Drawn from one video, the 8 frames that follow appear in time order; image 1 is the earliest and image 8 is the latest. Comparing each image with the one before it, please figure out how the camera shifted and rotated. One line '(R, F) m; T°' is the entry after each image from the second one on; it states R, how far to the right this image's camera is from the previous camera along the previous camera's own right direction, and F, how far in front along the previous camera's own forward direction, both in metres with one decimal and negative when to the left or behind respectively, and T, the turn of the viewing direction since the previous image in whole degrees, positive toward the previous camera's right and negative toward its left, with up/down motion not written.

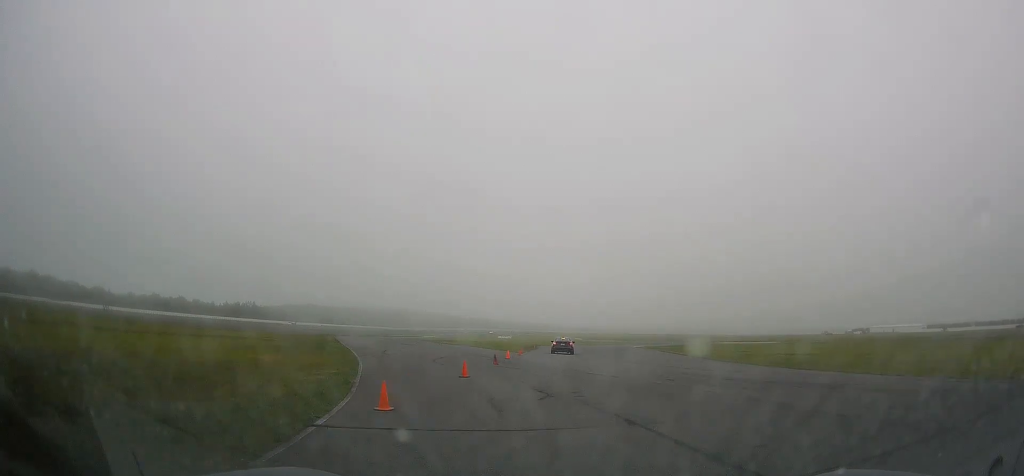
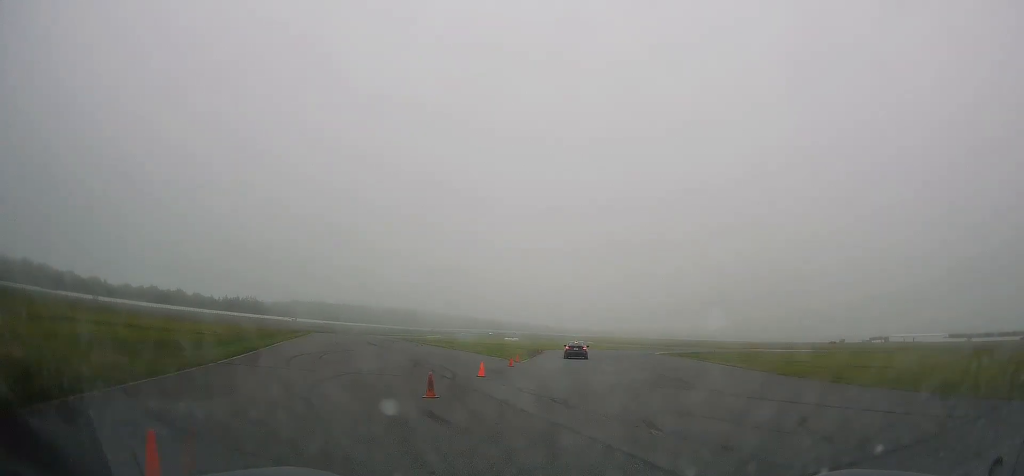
(-0.4, +13.2) m; -1°
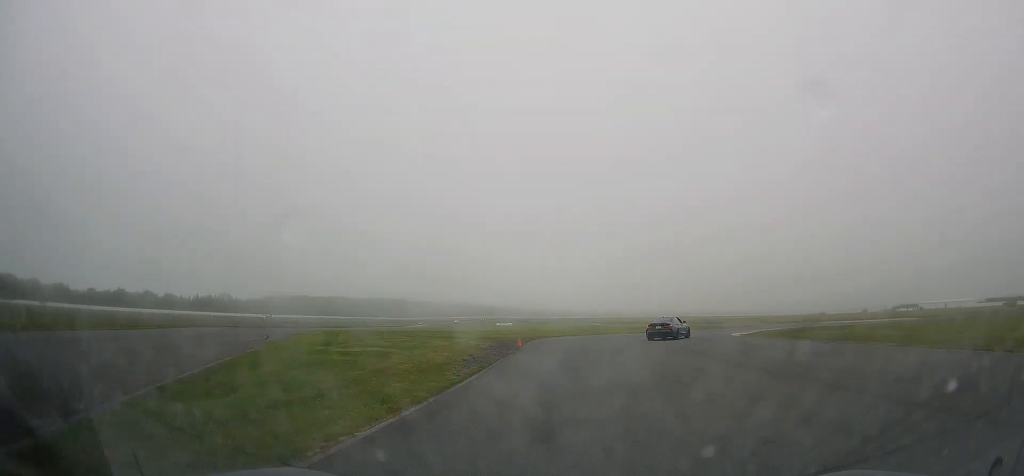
(-0.5, +33.6) m; 0°
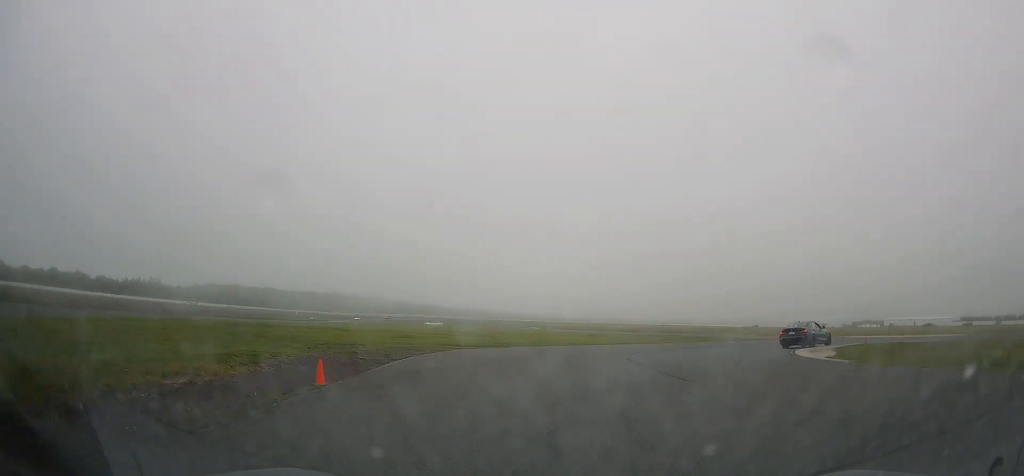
(+0.4, +22.3) m; +9°
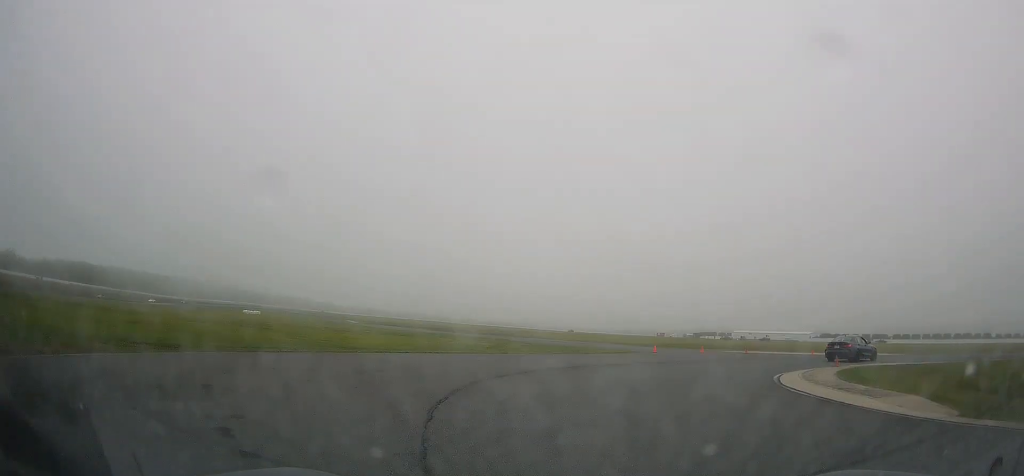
(+2.5, +15.2) m; +19°
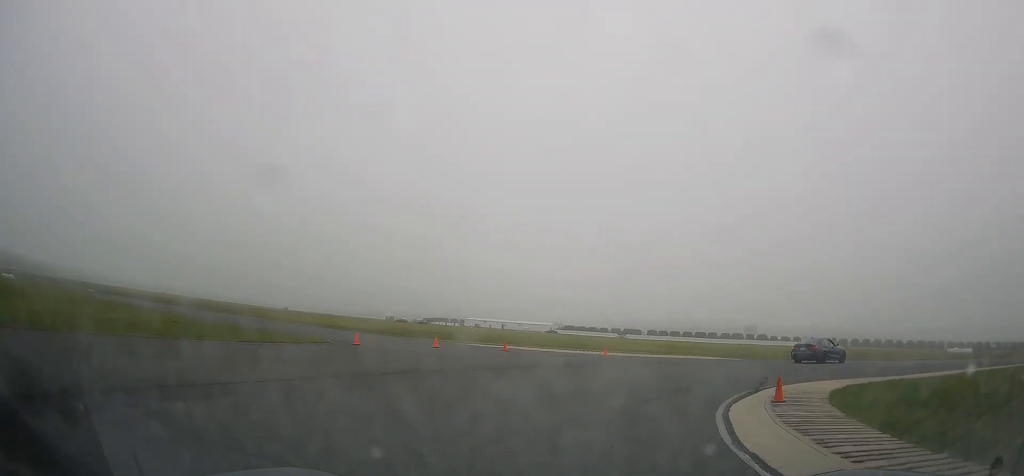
(+2.9, +14.5) m; +25°
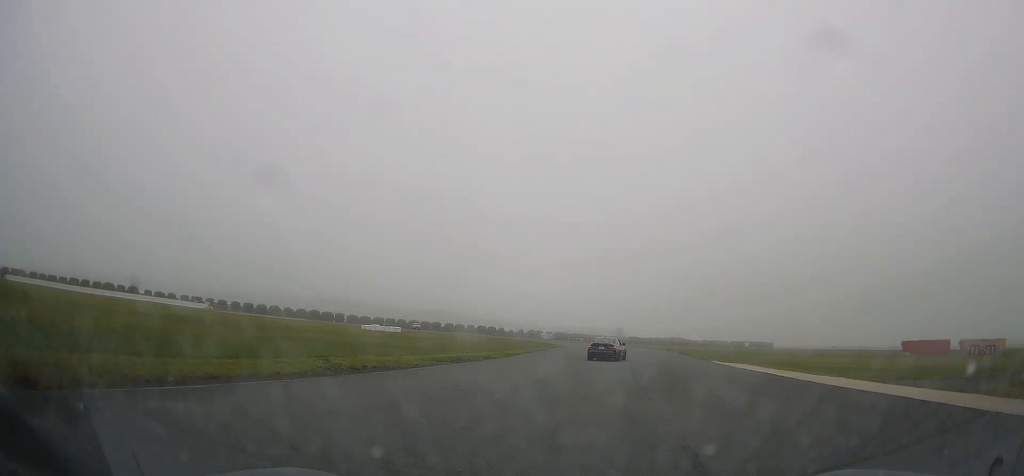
(+18.5, +31.5) m; +56°
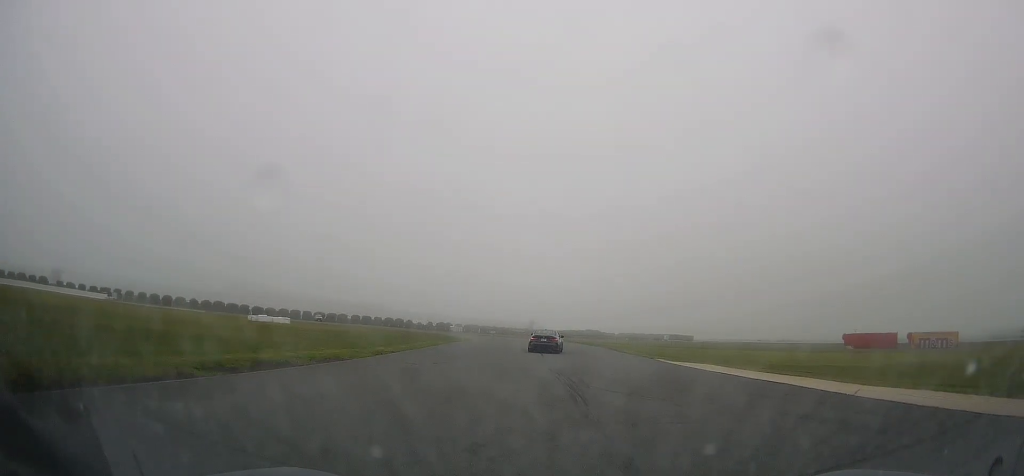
(+1.7, +11.7) m; +6°
